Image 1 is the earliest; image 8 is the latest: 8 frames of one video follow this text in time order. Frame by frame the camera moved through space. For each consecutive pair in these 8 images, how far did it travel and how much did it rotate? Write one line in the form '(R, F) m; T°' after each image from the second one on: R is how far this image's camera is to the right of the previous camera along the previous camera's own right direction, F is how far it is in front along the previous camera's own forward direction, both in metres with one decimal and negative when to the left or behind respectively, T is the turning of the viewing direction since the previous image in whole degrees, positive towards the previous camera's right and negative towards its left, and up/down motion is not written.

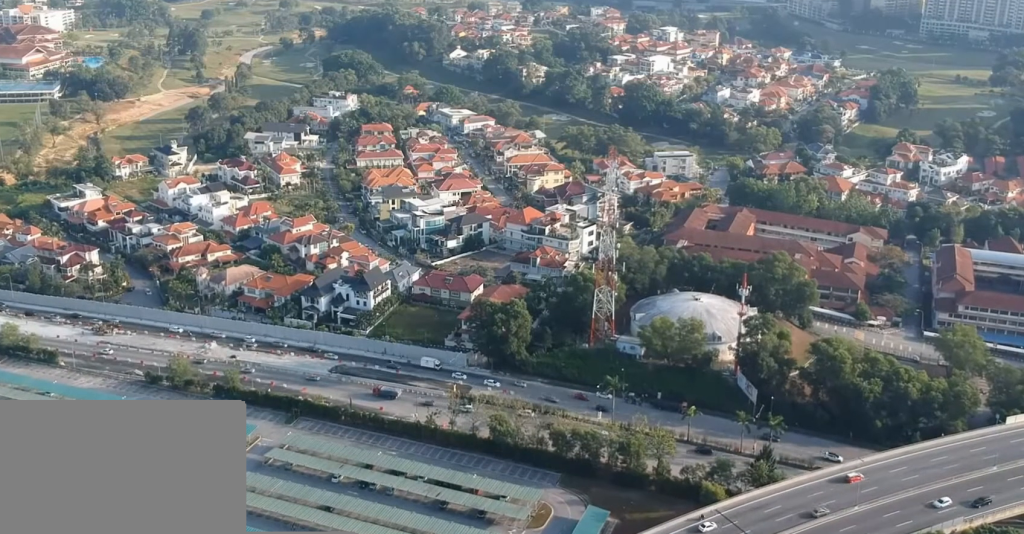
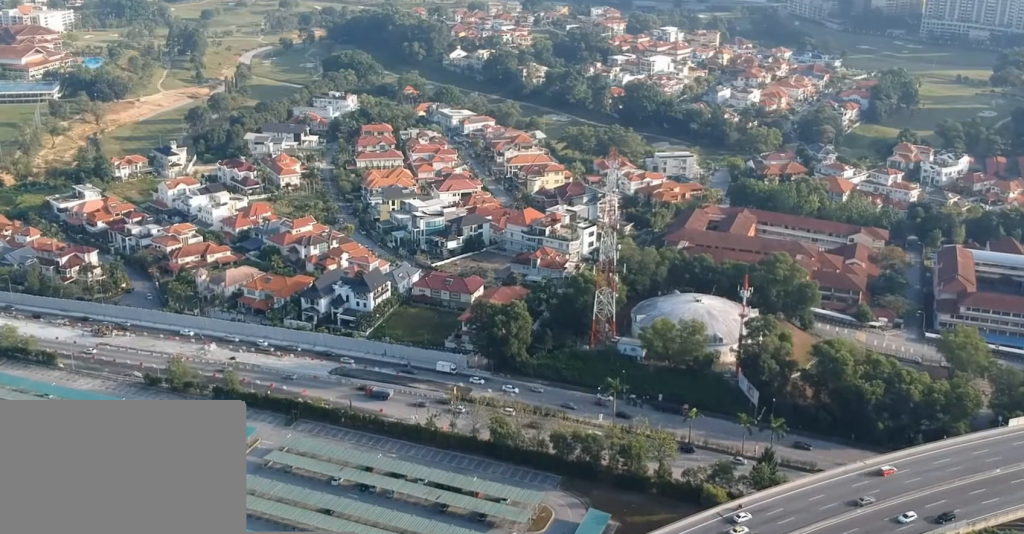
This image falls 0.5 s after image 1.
(0.0, +1.3) m; 0°
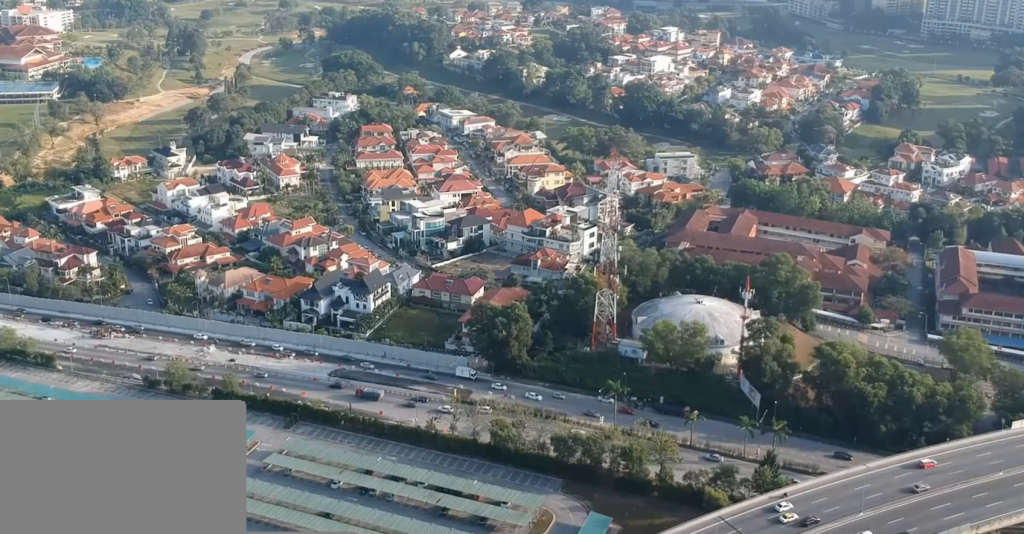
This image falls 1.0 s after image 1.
(0.0, +1.5) m; -1°
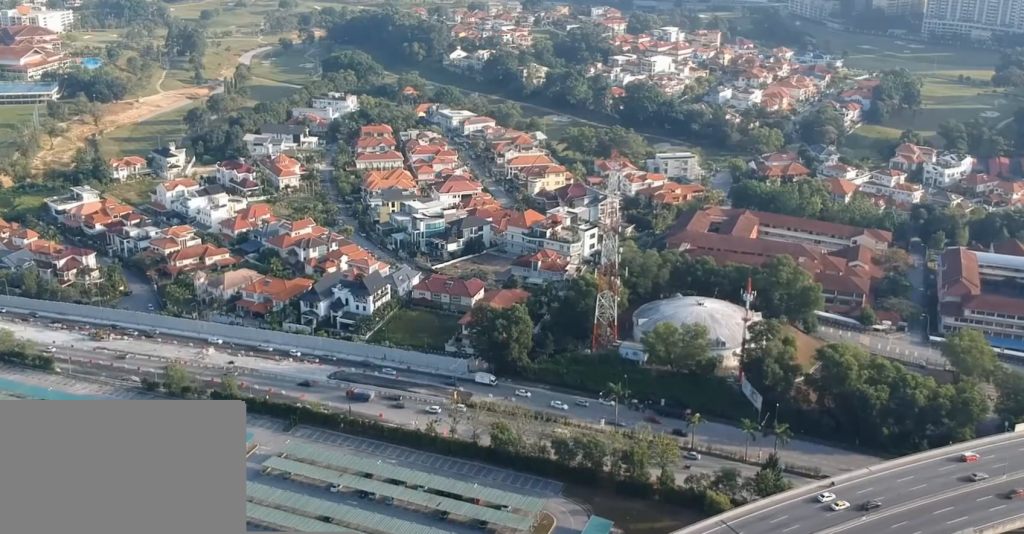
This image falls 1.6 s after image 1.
(0.0, +1.5) m; -1°
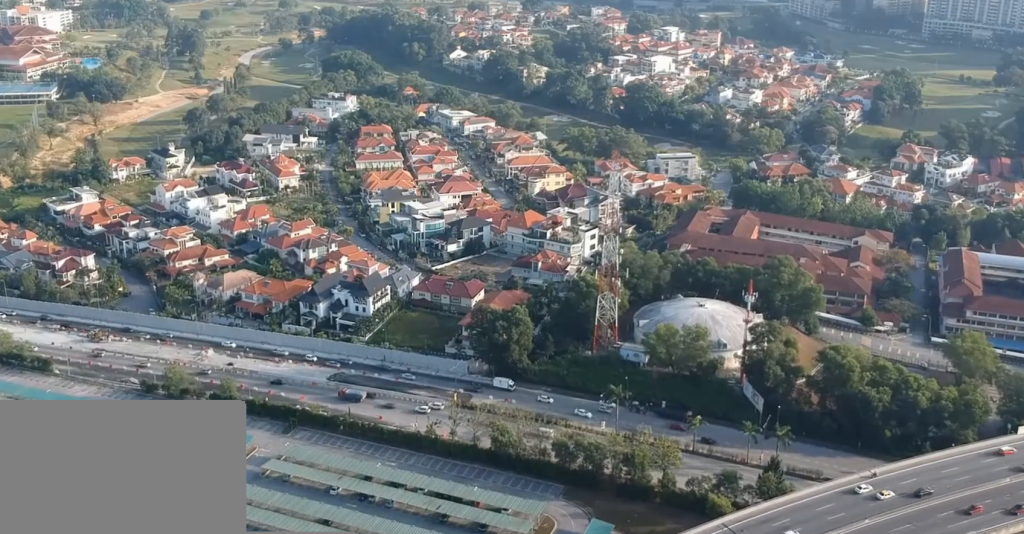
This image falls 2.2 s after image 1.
(0.0, +1.4) m; -1°
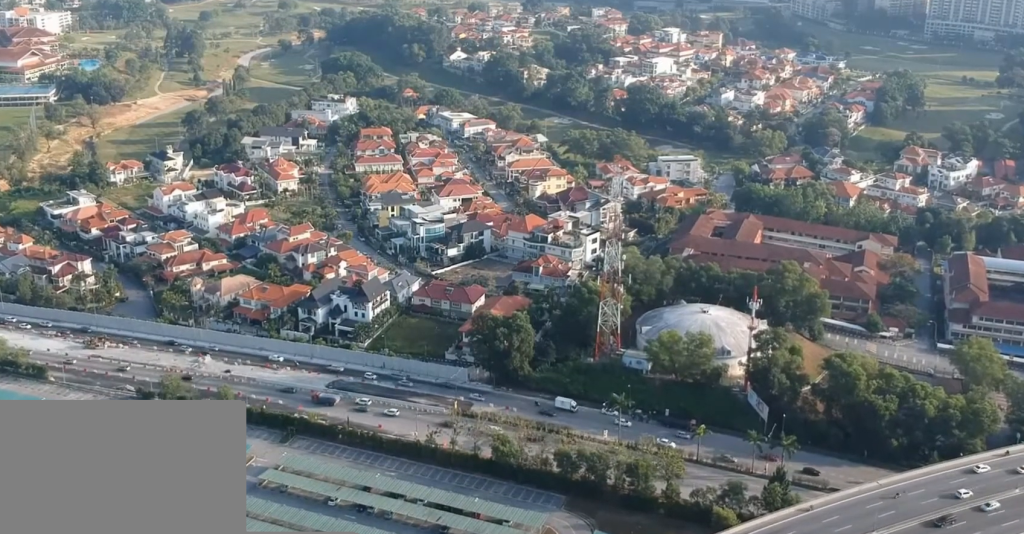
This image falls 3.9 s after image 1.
(0.0, +3.8) m; 0°
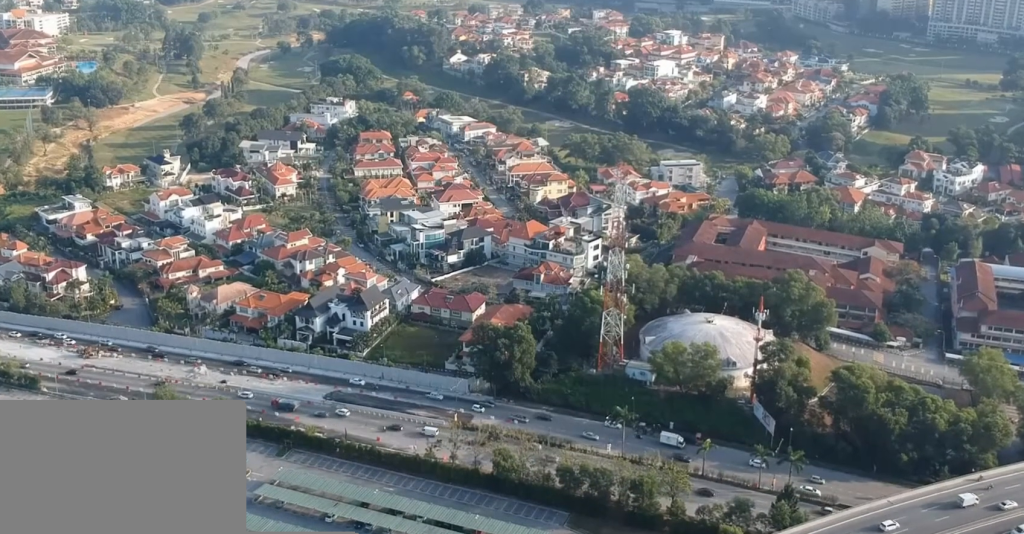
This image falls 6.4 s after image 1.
(-0.1, +5.4) m; -1°
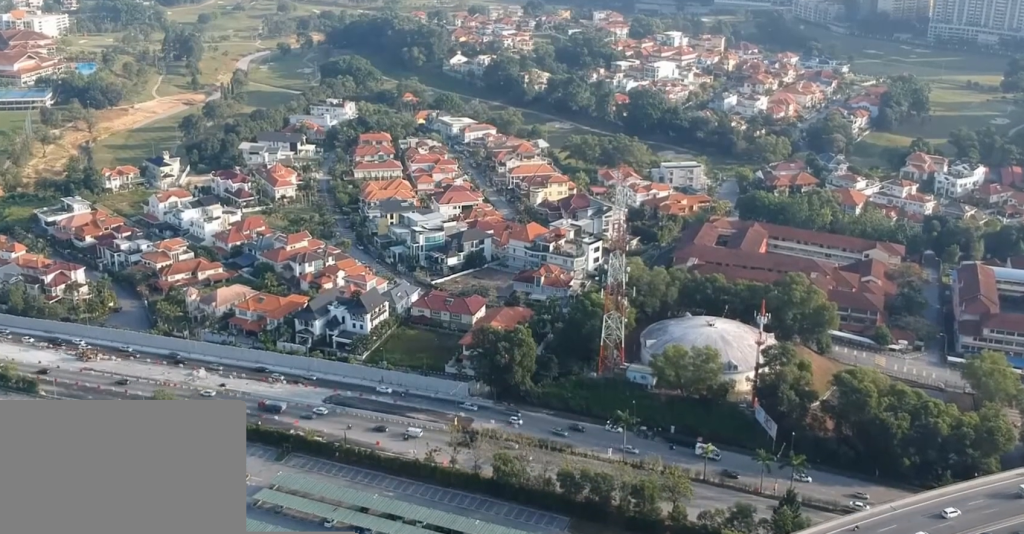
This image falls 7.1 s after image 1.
(0.0, +1.6) m; 0°
